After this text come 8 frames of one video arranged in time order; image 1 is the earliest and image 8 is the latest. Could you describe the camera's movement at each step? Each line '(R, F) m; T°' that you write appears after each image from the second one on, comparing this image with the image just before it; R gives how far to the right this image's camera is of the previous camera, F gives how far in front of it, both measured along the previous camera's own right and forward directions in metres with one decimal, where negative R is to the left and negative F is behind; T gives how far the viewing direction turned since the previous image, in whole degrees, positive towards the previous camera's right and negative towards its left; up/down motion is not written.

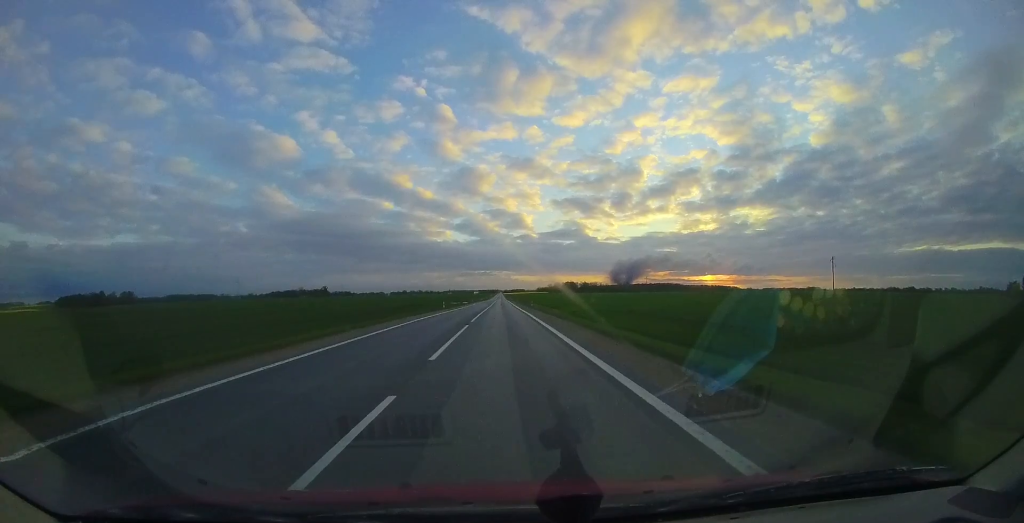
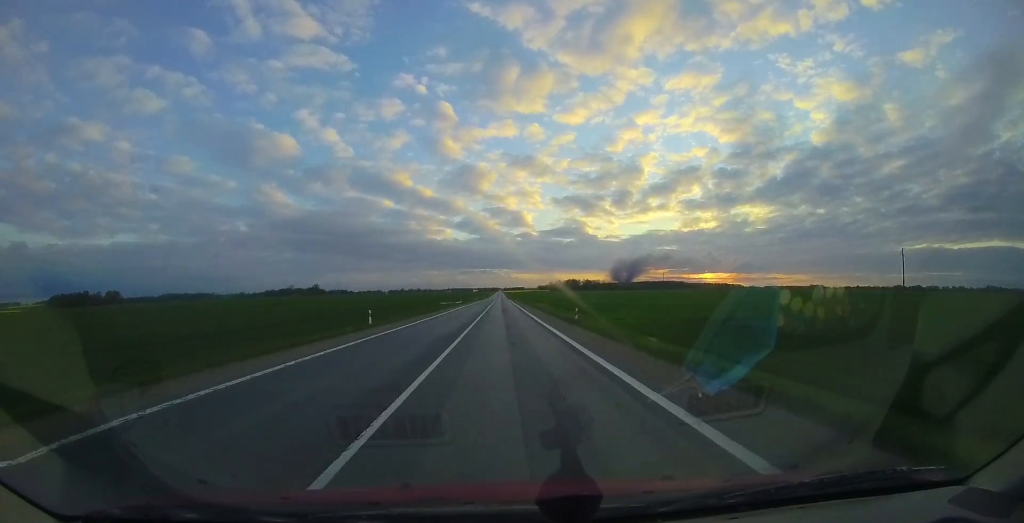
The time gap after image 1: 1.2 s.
(-0.4, +28.5) m; 0°
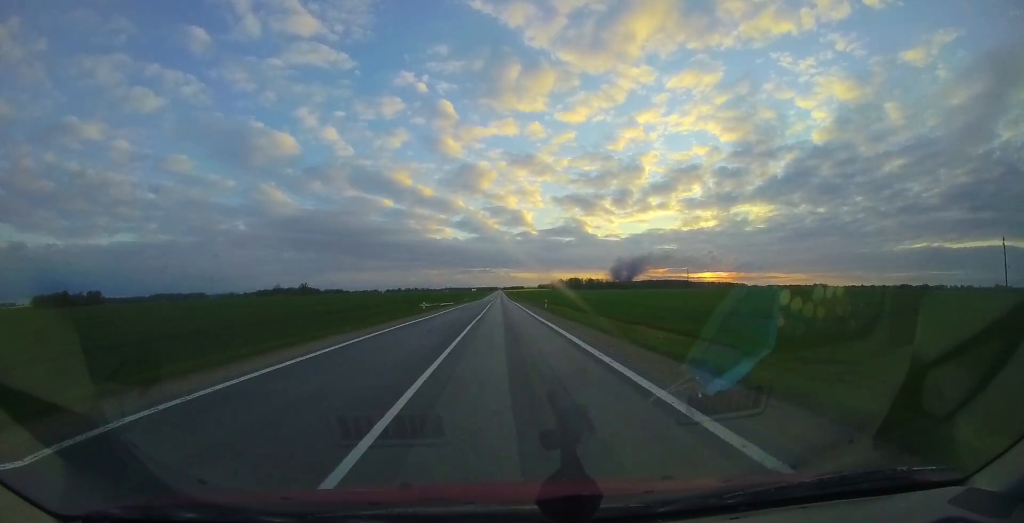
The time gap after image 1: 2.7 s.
(+0.7, +34.4) m; +1°
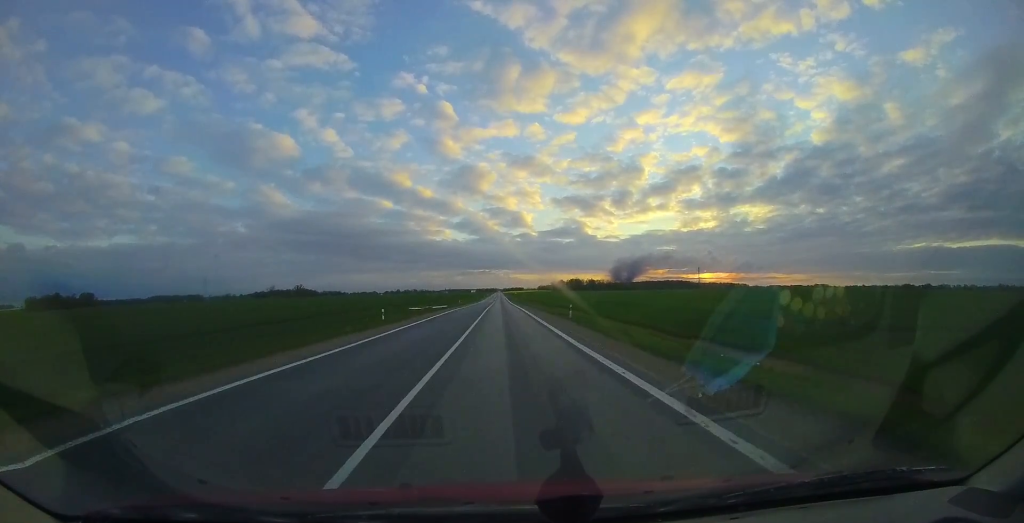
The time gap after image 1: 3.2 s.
(0.0, +12.7) m; 0°
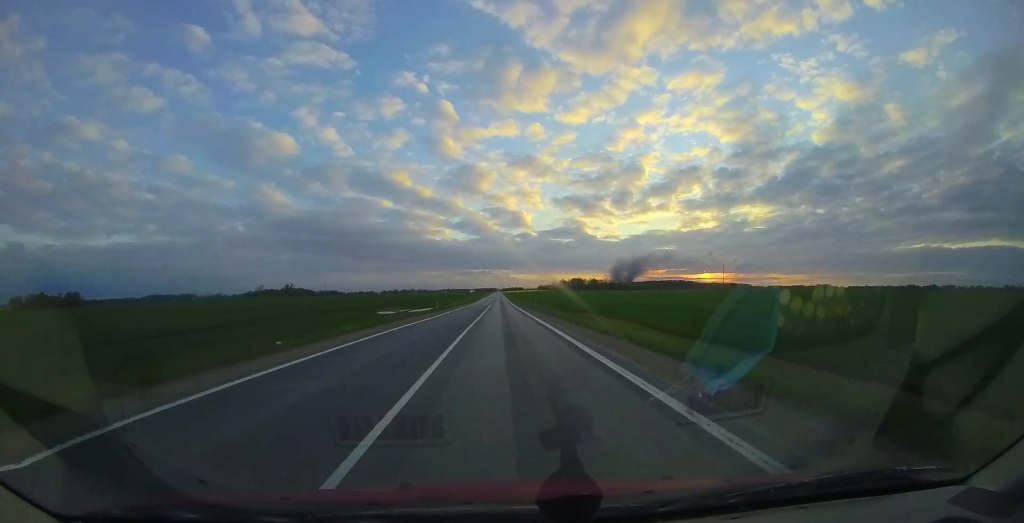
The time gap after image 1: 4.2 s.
(0.0, +23.9) m; 0°
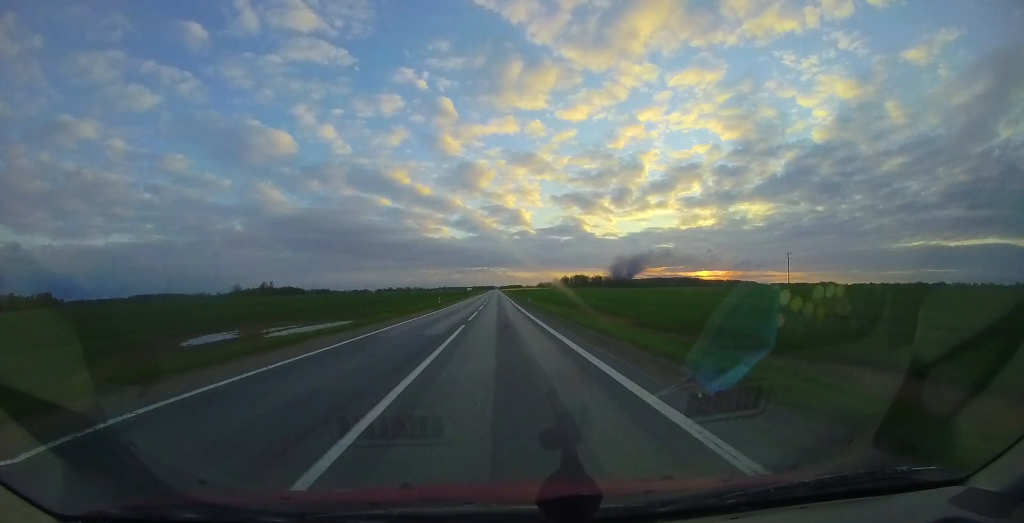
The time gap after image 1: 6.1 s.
(+0.1, +45.8) m; 0°
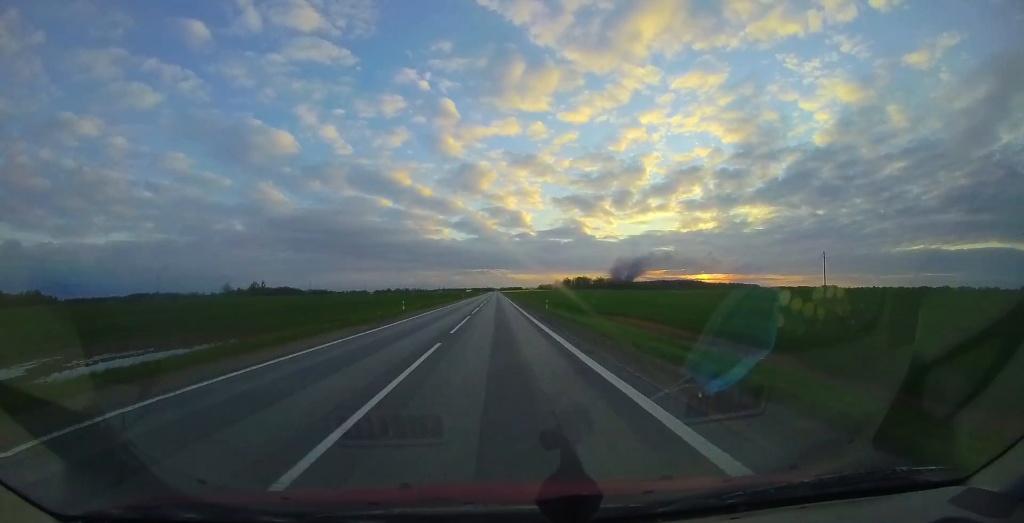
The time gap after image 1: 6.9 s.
(0.0, +18.8) m; 0°
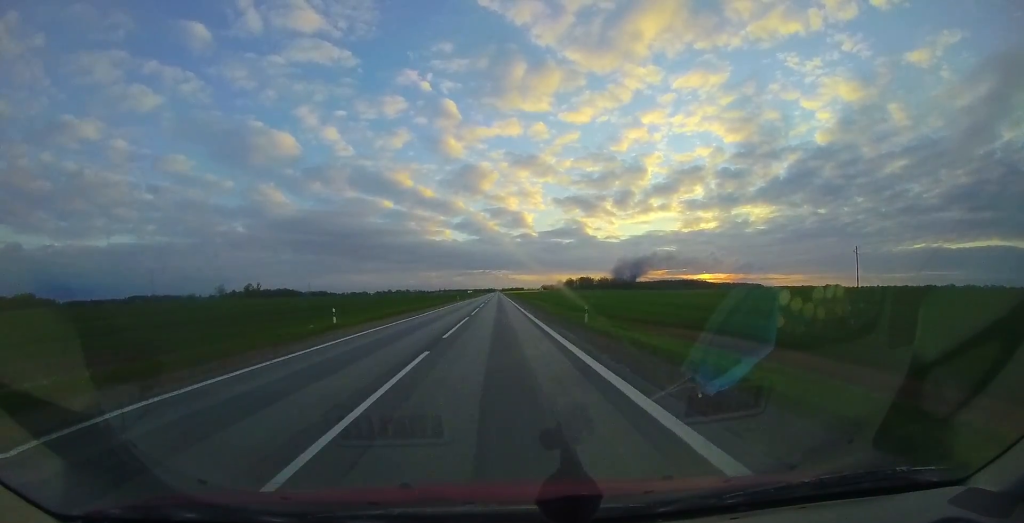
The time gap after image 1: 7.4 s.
(0.0, +13.1) m; 0°
